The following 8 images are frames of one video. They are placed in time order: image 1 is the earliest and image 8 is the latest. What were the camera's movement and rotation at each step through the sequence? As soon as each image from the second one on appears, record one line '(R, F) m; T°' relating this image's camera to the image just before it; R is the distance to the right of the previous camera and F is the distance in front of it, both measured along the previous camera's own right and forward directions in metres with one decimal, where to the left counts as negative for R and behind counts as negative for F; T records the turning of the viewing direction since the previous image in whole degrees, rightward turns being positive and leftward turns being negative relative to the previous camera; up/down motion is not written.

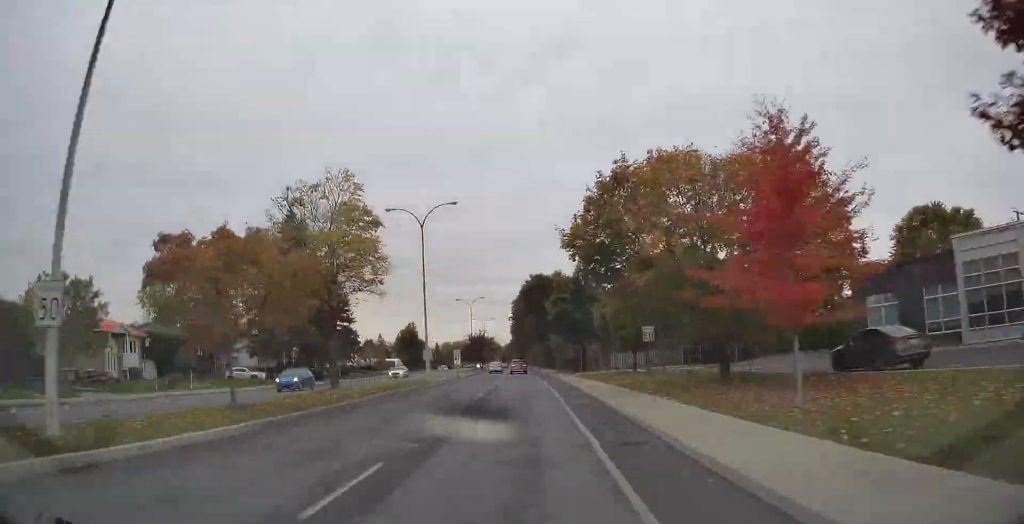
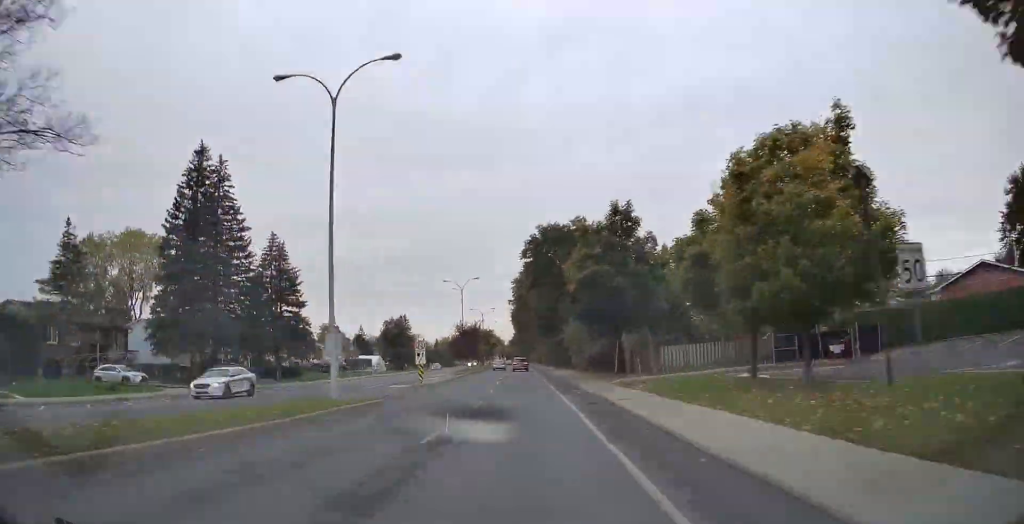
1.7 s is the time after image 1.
(-0.1, +22.2) m; 0°
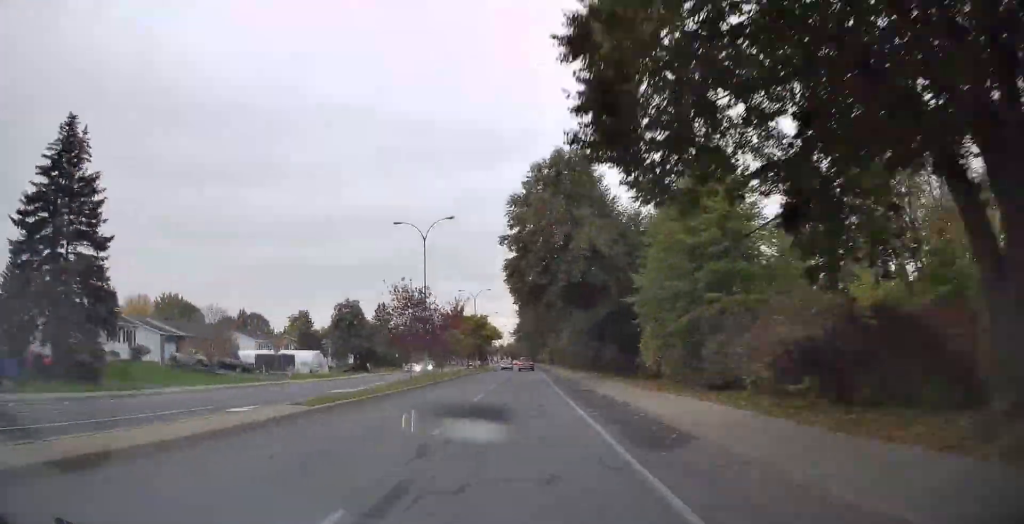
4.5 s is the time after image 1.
(-0.1, +35.9) m; 0°
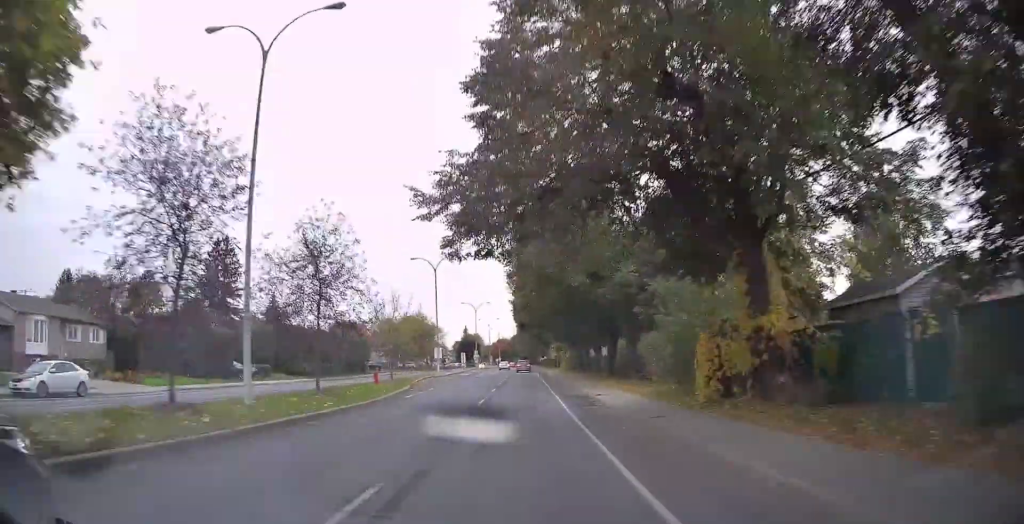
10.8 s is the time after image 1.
(-0.6, +78.8) m; 0°
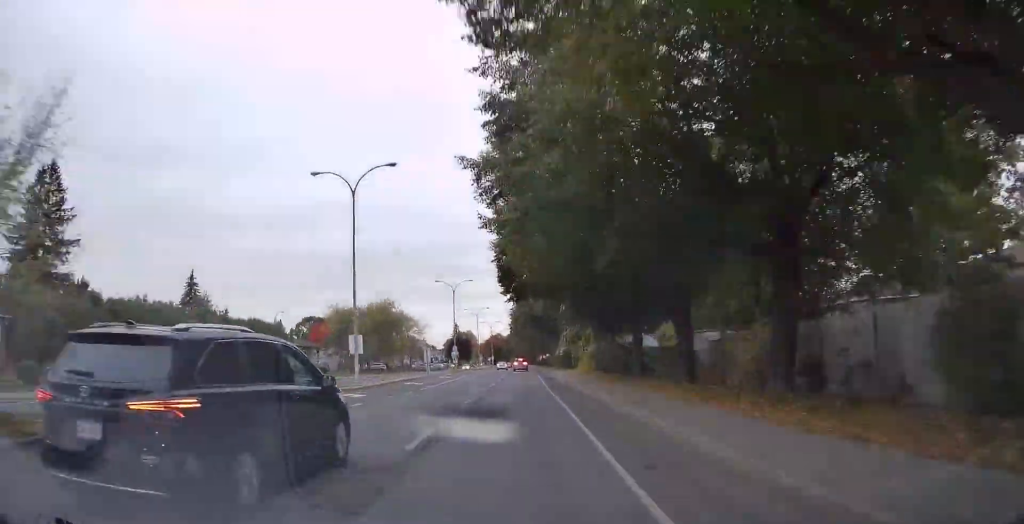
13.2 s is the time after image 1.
(0.0, +27.9) m; 0°
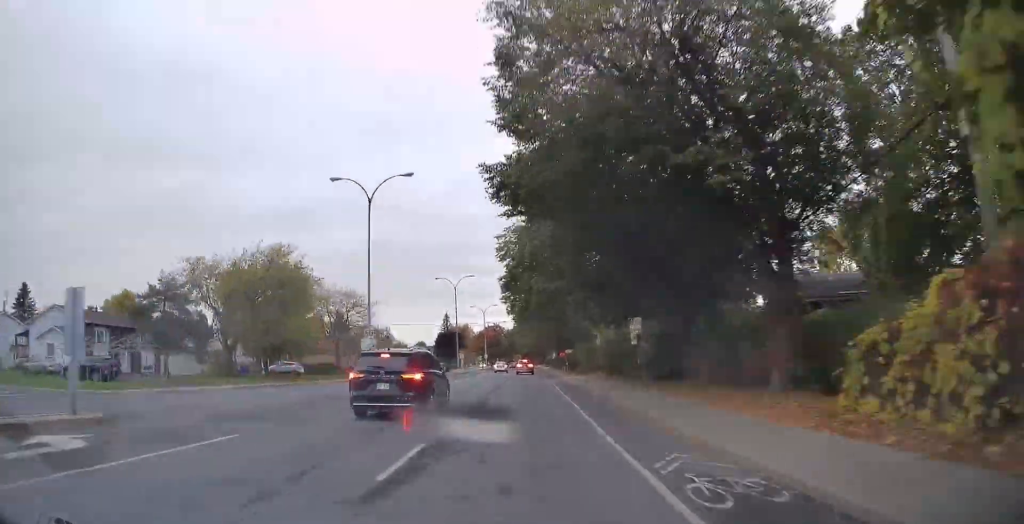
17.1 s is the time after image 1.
(+0.4, +40.1) m; +1°
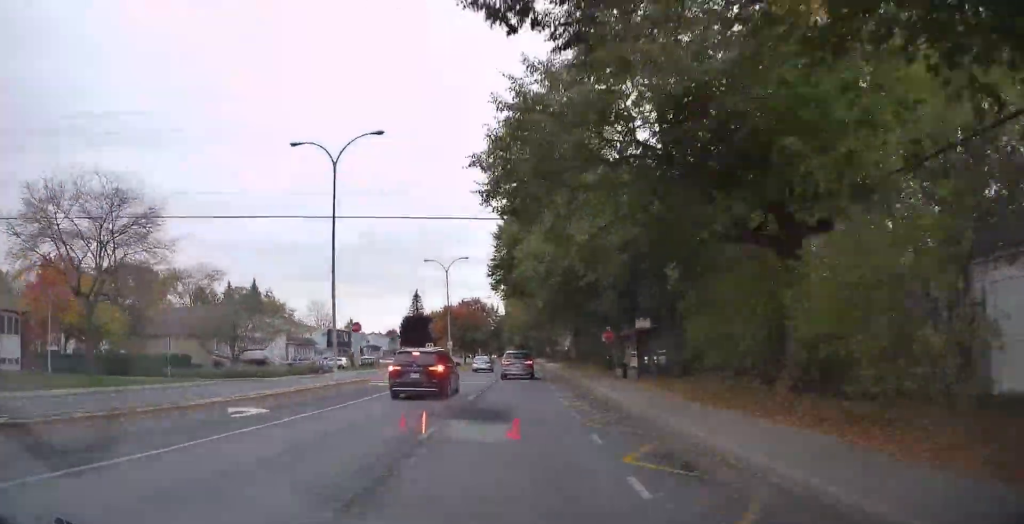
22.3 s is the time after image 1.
(-0.2, +41.0) m; 0°
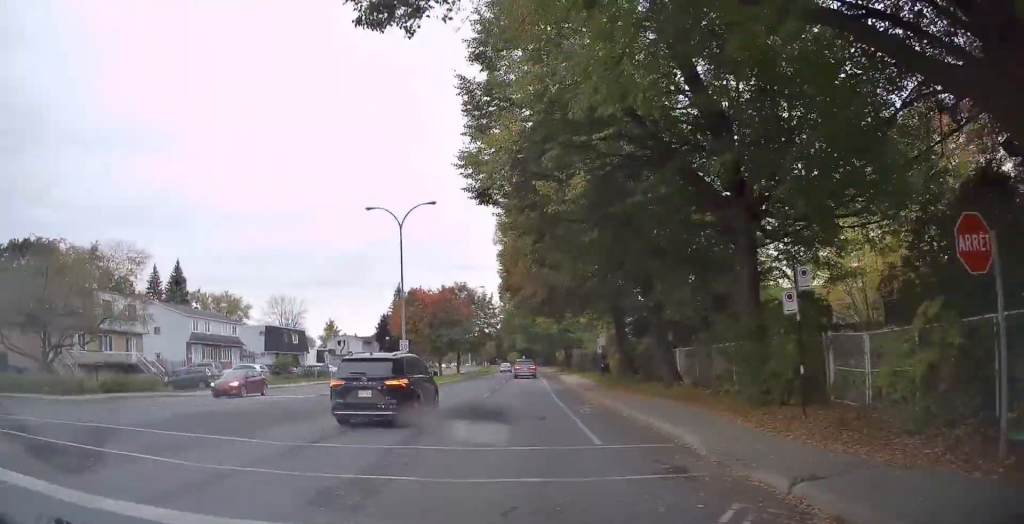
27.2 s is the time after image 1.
(+0.4, +28.2) m; 0°
